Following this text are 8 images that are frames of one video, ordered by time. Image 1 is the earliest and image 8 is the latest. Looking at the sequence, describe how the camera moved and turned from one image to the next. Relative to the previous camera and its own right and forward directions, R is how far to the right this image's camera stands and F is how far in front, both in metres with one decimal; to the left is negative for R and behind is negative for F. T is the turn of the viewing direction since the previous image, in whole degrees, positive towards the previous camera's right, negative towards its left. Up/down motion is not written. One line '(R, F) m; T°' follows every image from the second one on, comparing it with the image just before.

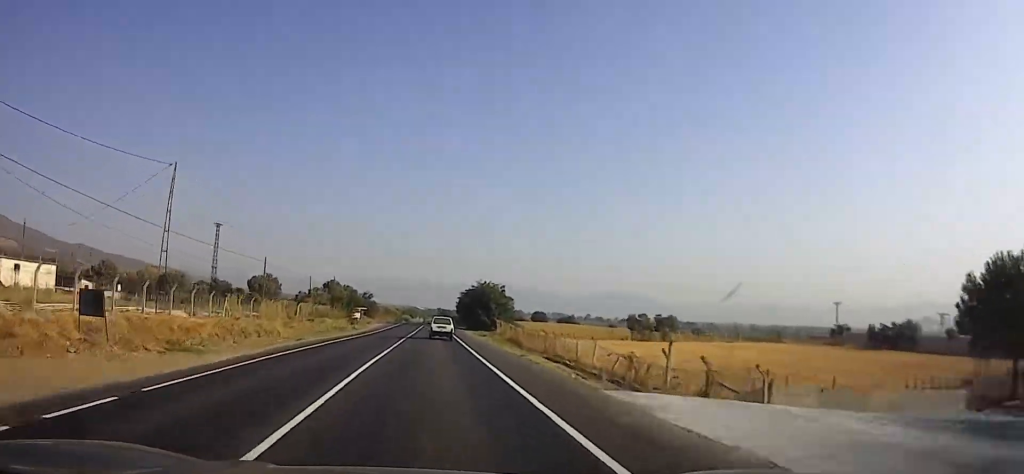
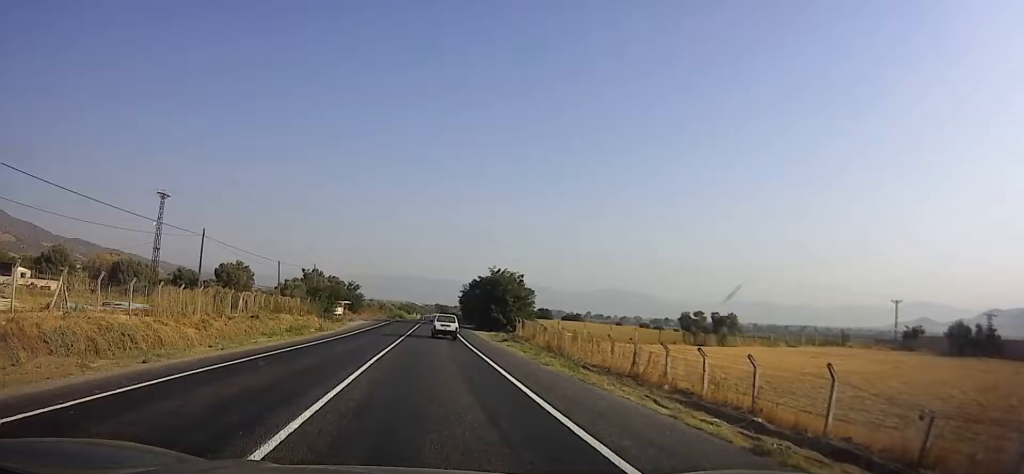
(0.0, +18.1) m; 0°
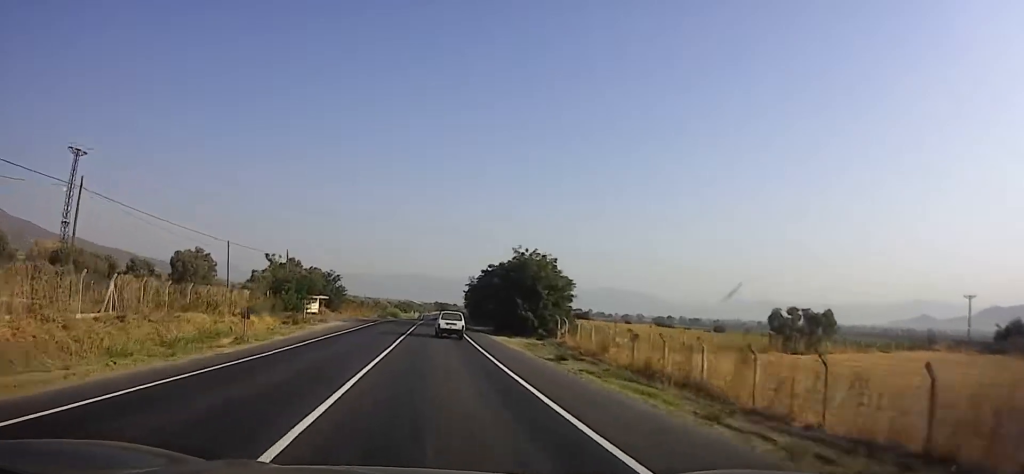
(0.0, +18.0) m; 0°
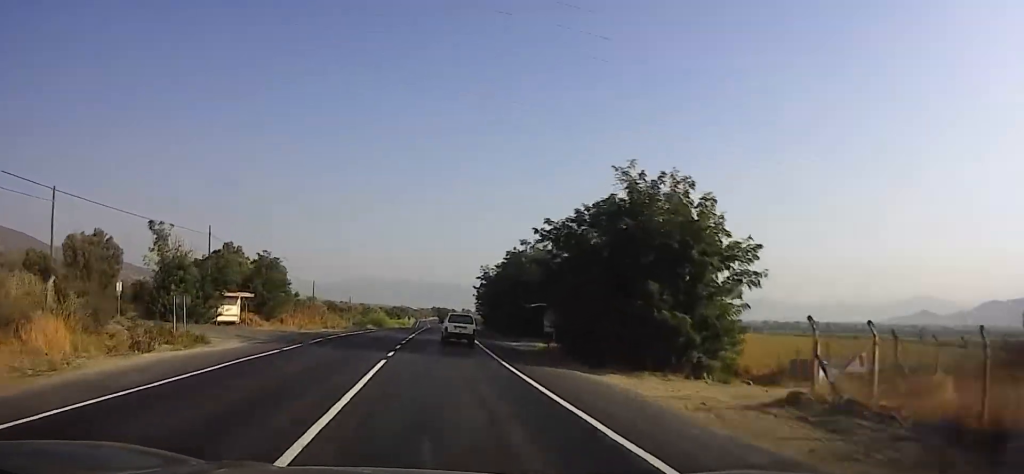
(0.0, +26.1) m; 0°
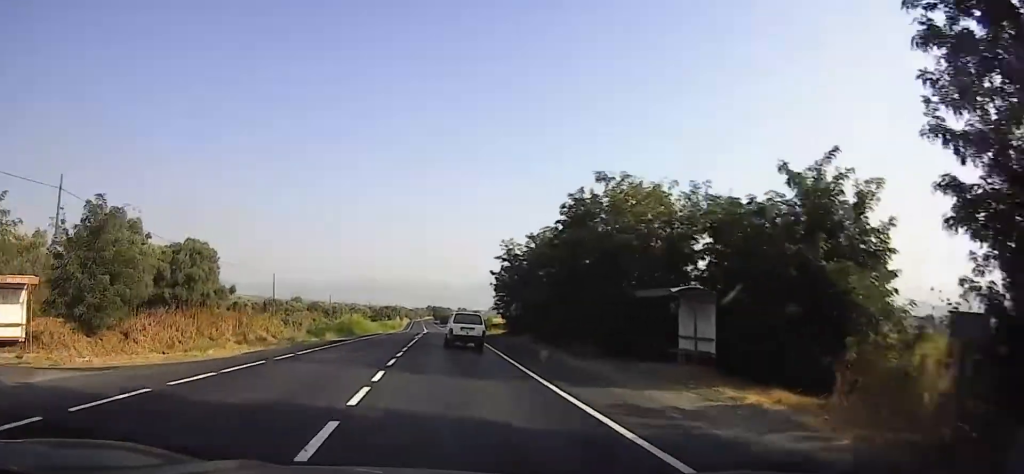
(0.0, +22.1) m; 0°
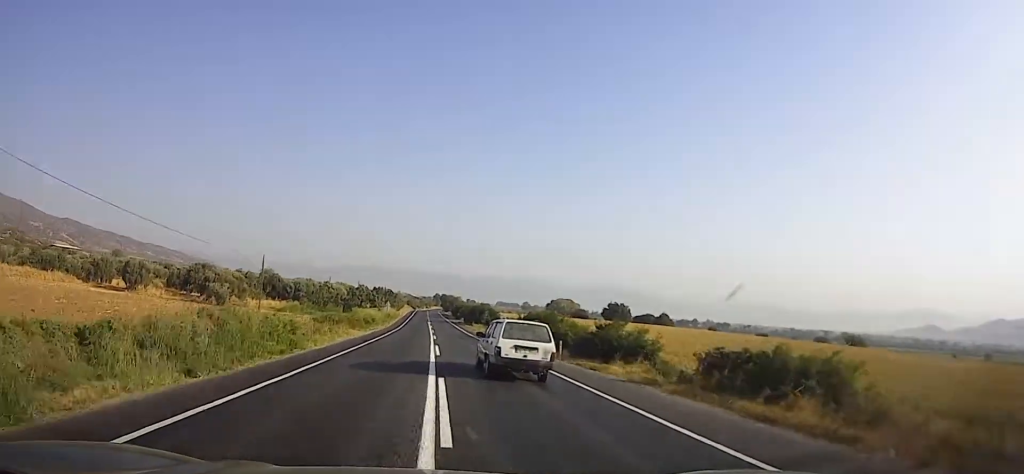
(0.0, +55.1) m; 0°
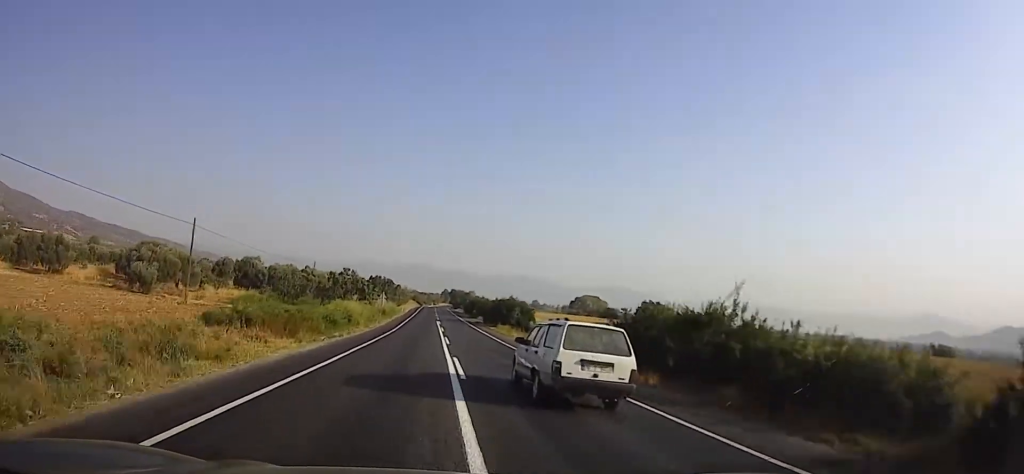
(0.0, +23.2) m; 0°
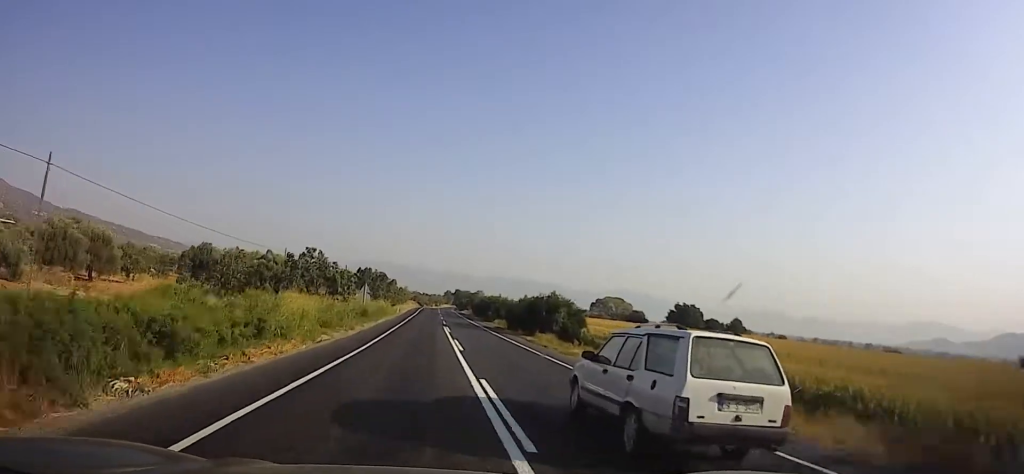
(0.0, +20.6) m; 0°
